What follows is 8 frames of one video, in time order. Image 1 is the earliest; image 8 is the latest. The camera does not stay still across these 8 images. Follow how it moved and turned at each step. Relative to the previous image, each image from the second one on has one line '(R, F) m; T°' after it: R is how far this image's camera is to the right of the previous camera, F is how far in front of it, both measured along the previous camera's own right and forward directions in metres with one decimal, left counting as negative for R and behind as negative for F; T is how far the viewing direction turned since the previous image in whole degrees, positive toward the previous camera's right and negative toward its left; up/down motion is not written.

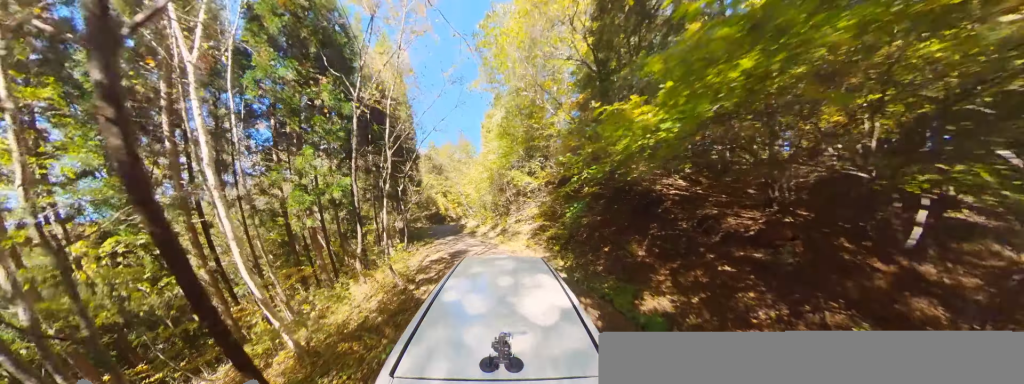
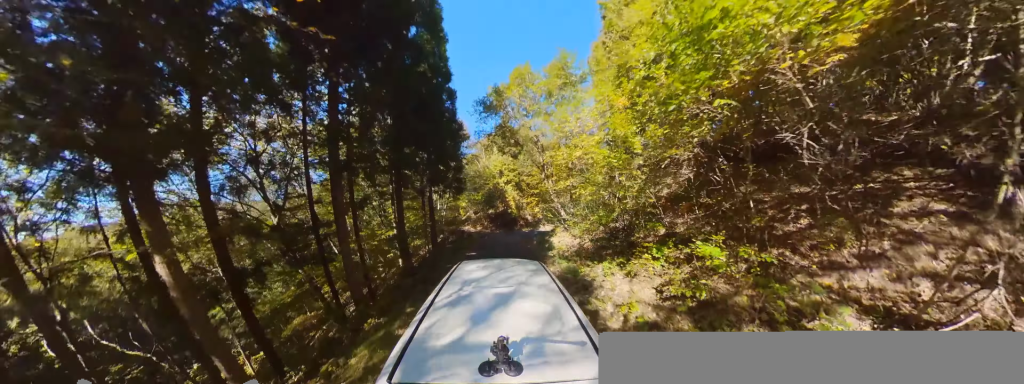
(-1.7, +15.3) m; -3°
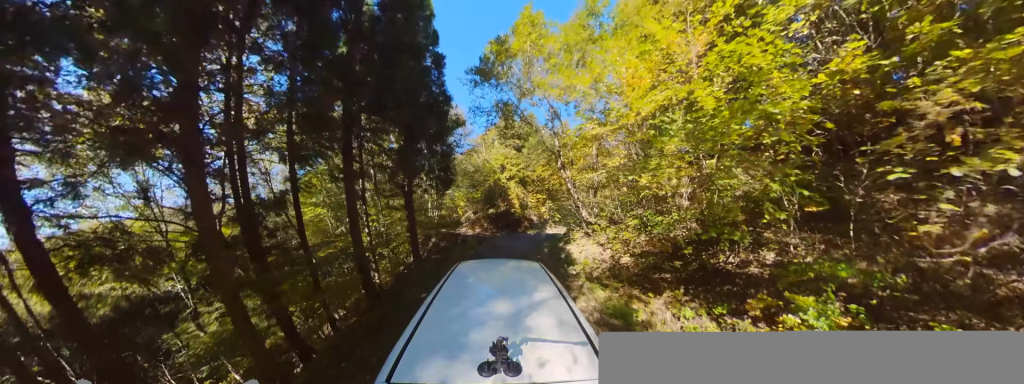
(+0.4, +2.6) m; +9°
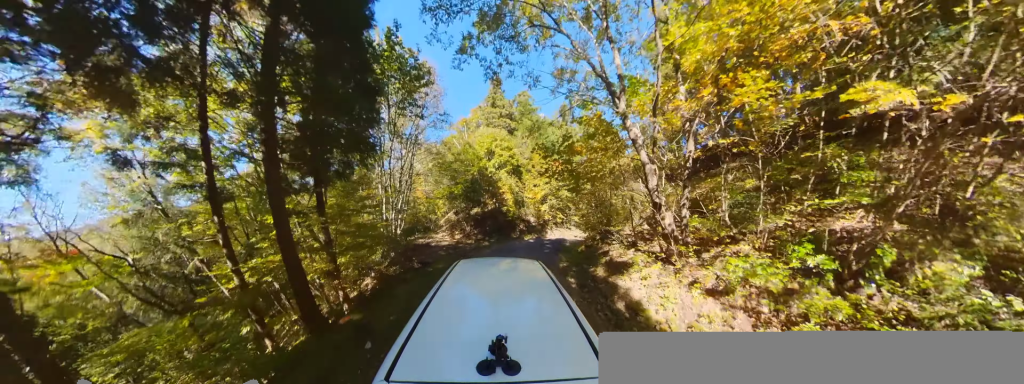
(+0.8, +4.4) m; +17°
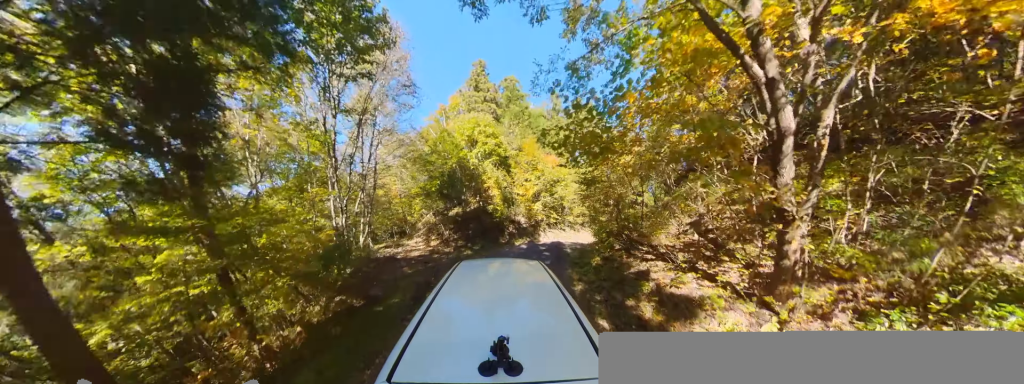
(+0.1, +2.5) m; +7°
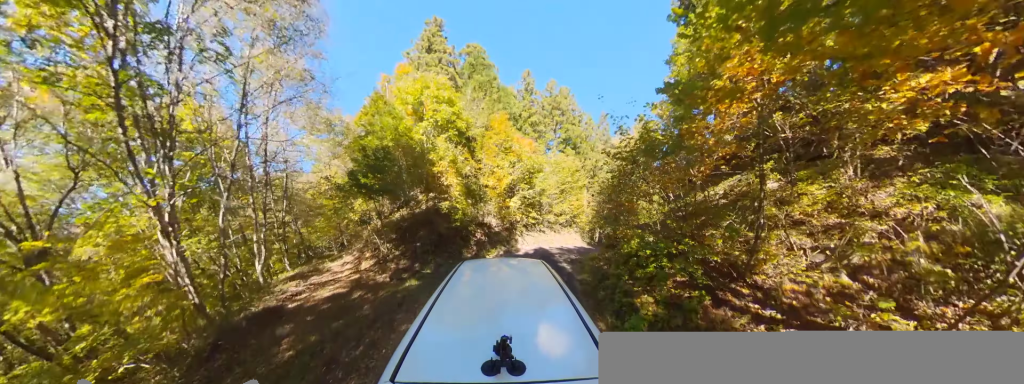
(+0.4, +4.0) m; +8°
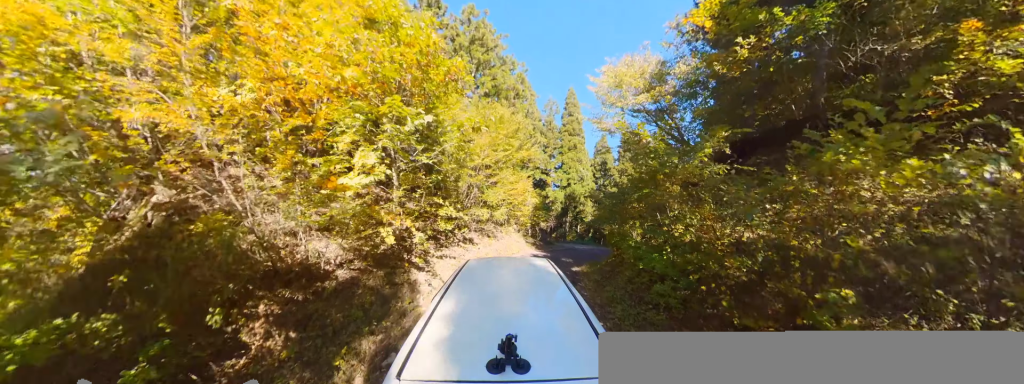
(+0.9, +8.6) m; +23°
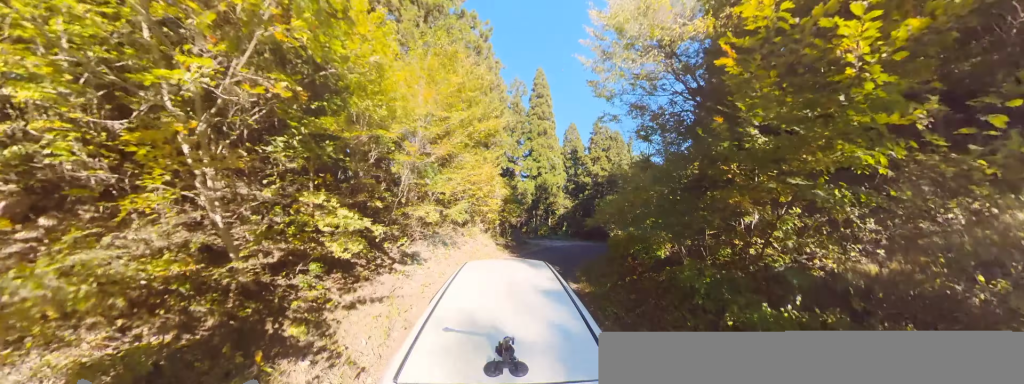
(+0.8, +3.9) m; +18°
